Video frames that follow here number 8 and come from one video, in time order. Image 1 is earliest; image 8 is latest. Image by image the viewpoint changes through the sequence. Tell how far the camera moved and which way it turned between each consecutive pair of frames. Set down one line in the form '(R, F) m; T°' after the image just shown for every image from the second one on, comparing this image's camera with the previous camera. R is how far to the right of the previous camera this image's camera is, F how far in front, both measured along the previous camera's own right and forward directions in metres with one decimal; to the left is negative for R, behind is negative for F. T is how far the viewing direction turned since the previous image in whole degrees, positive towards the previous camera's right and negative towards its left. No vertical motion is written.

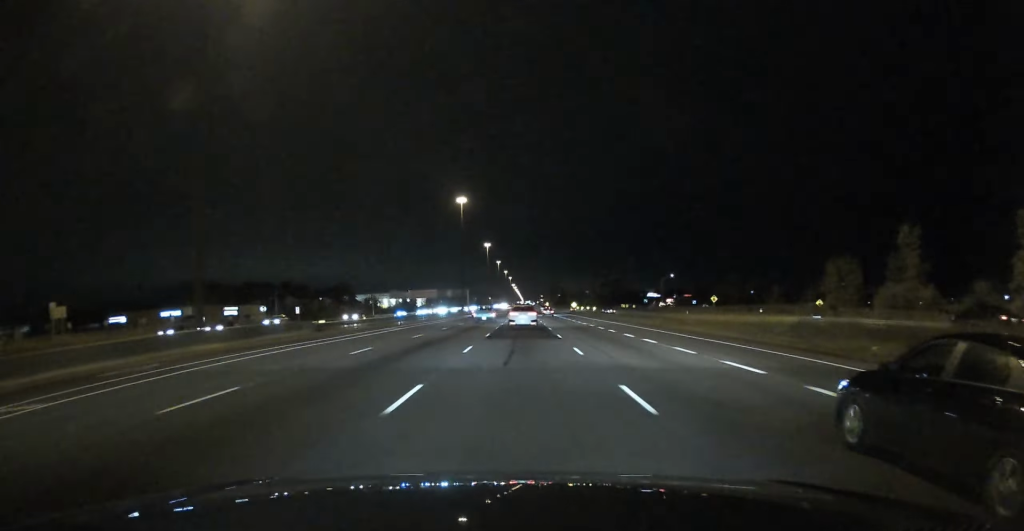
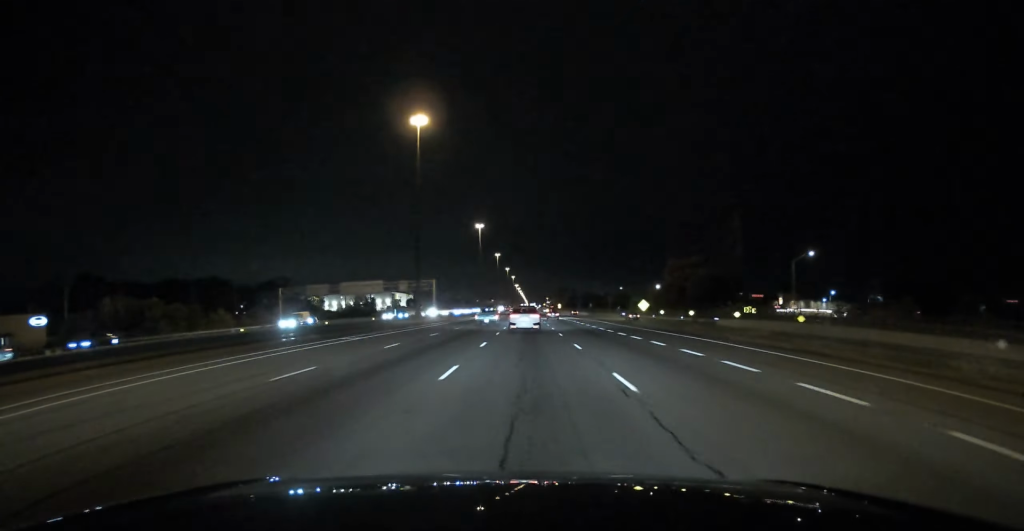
(+0.2, +93.3) m; 0°
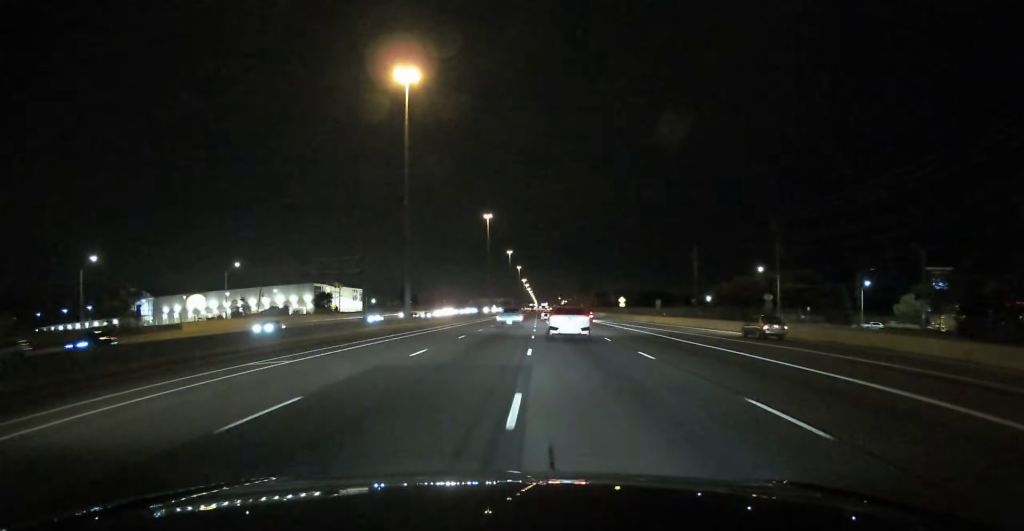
(-0.9, +176.3) m; 0°
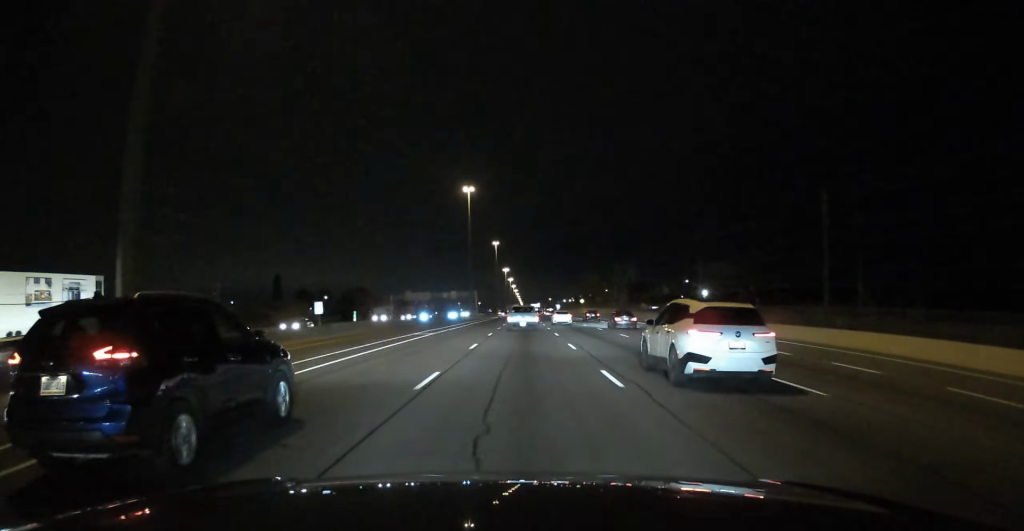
(+0.2, +214.2) m; 0°
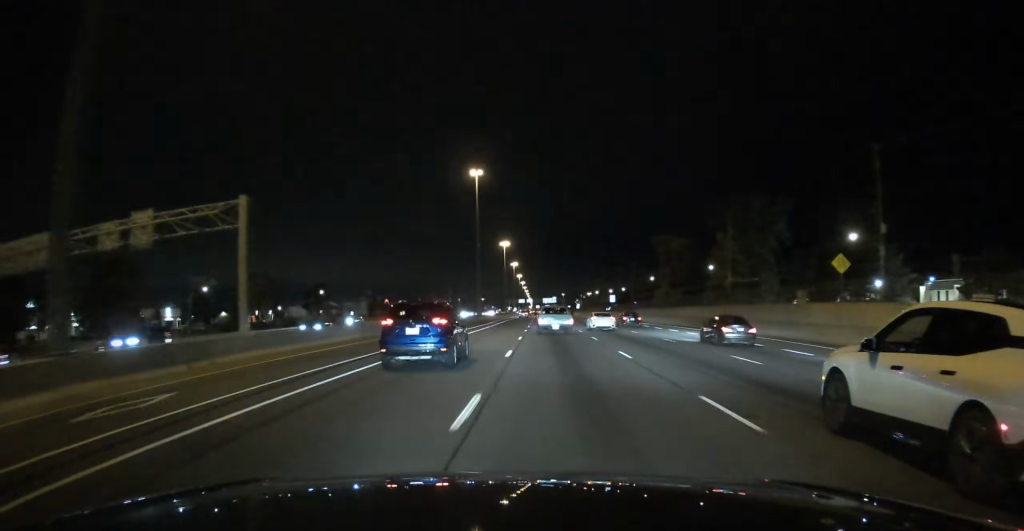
(+0.1, +165.6) m; 0°
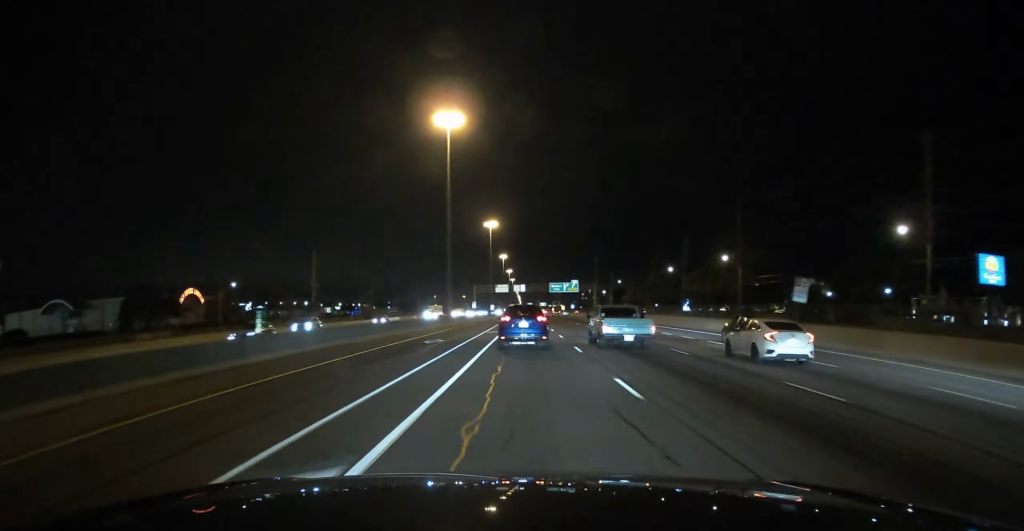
(+0.6, +193.6) m; 0°
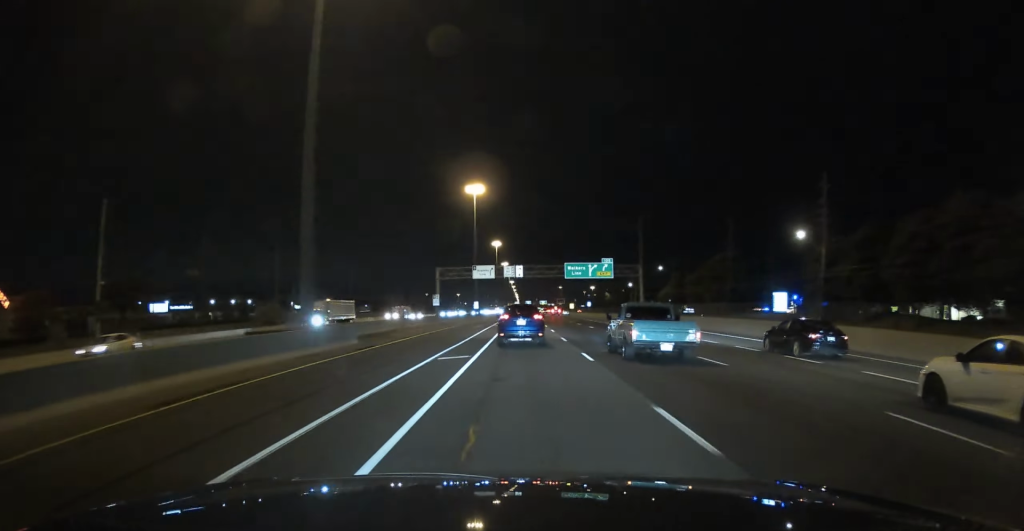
(0.0, +65.4) m; 0°
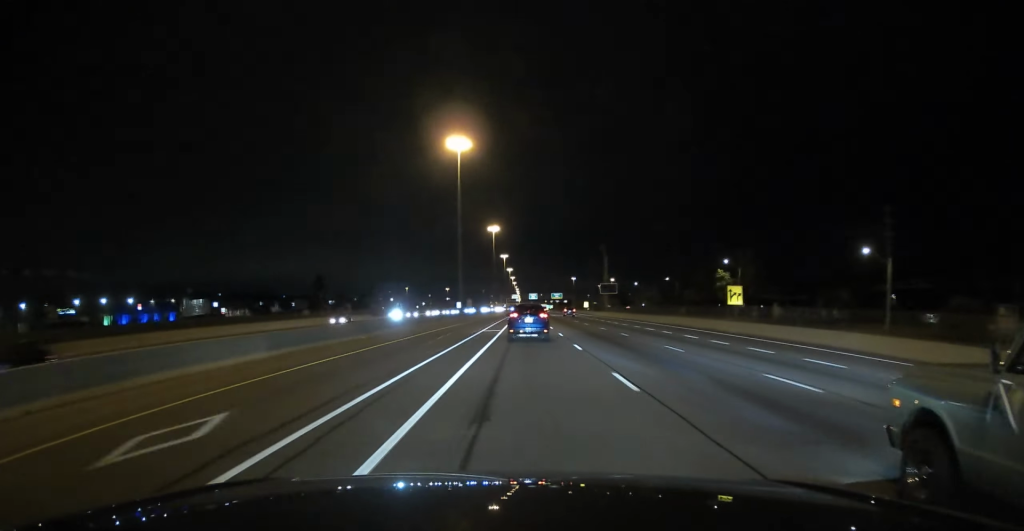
(+0.7, +179.0) m; 0°
